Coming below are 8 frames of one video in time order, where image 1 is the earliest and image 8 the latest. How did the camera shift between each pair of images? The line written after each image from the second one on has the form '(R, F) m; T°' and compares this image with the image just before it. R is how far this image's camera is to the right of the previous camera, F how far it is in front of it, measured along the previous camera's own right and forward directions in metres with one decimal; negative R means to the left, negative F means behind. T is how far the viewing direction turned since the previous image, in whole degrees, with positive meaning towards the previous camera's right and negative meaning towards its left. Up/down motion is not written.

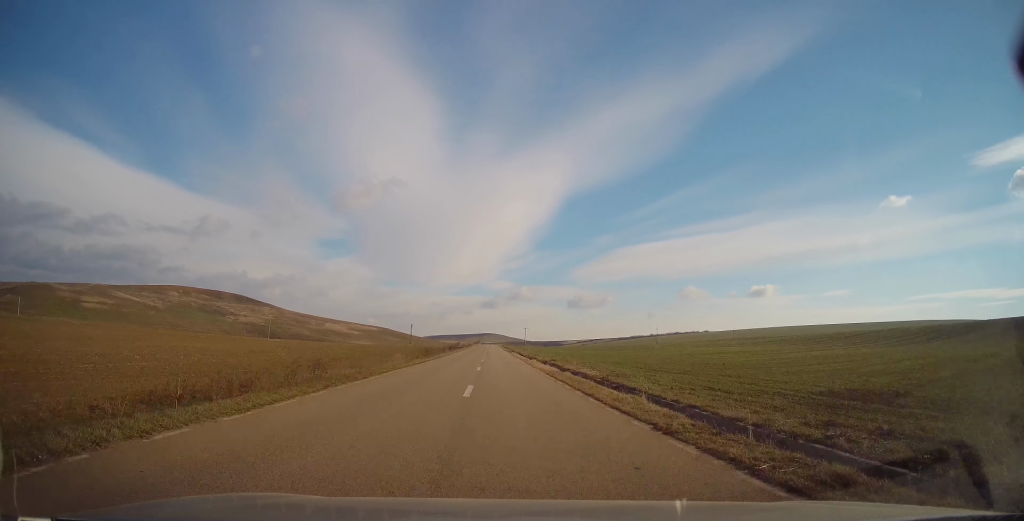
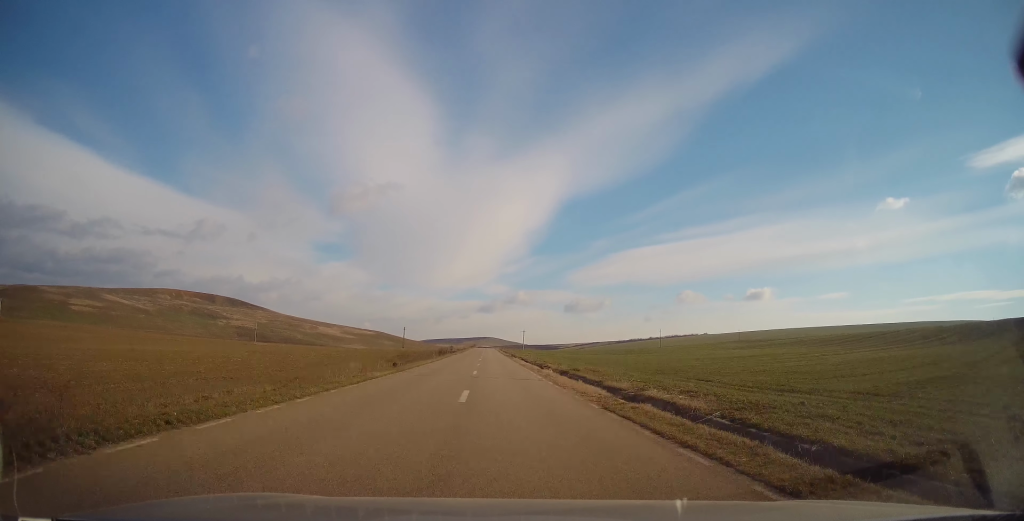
(0.0, +12.0) m; 0°
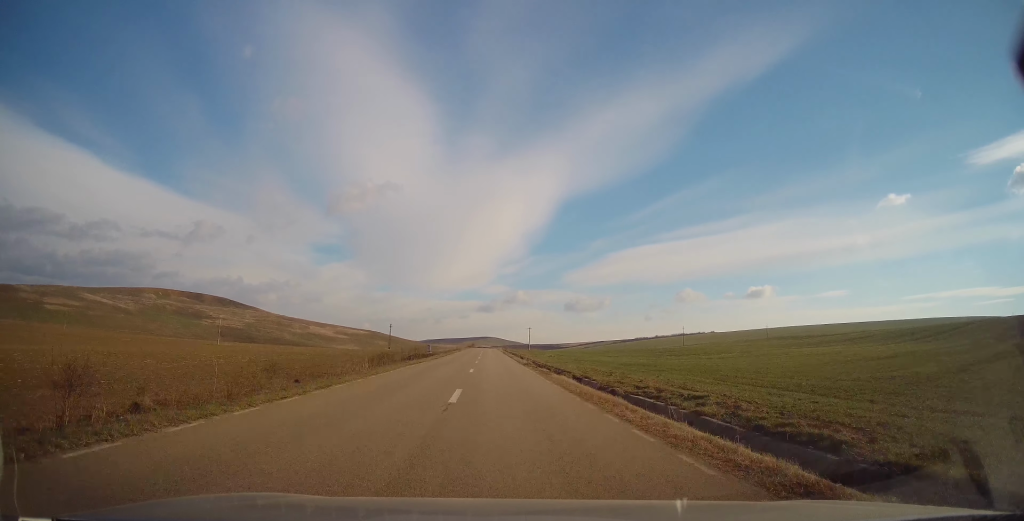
(+0.2, +37.3) m; +1°
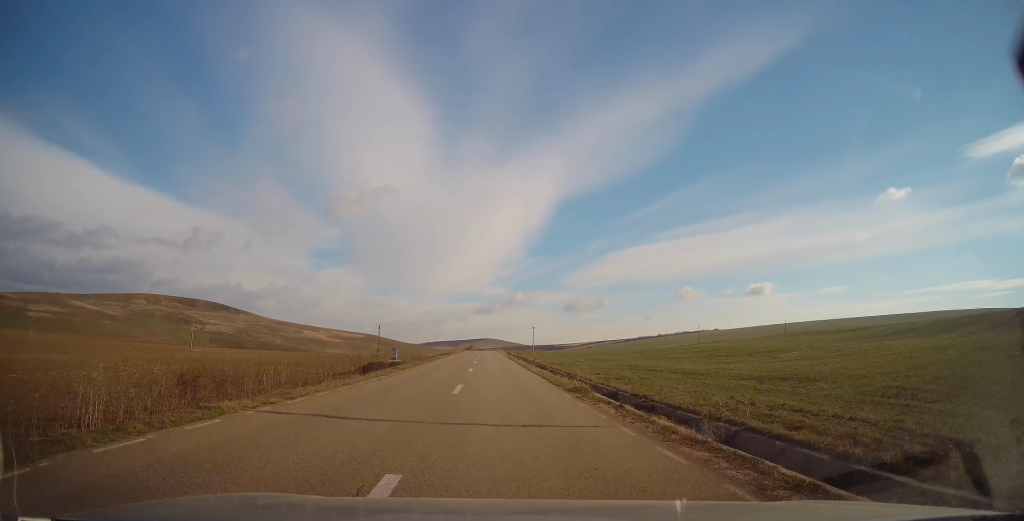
(+0.4, +21.4) m; -1°
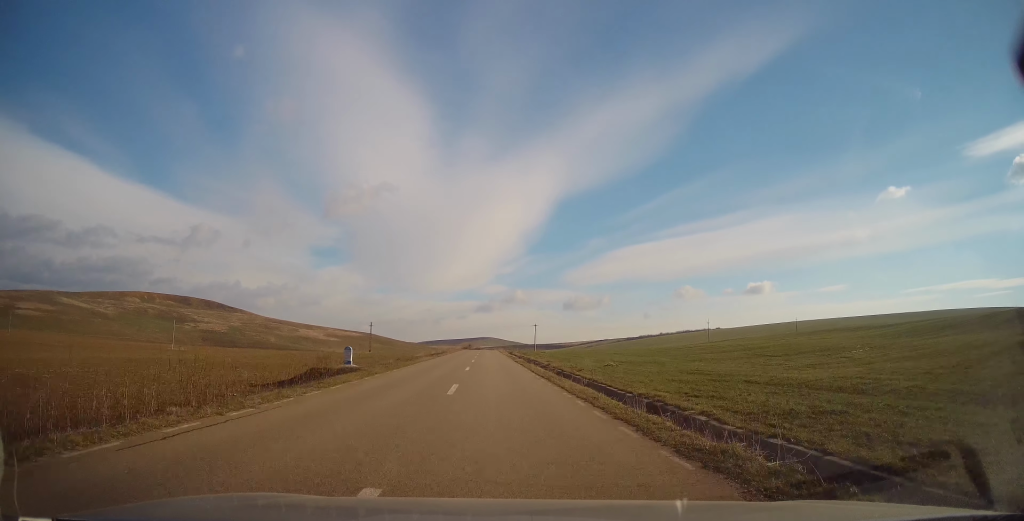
(-0.4, +12.1) m; 0°
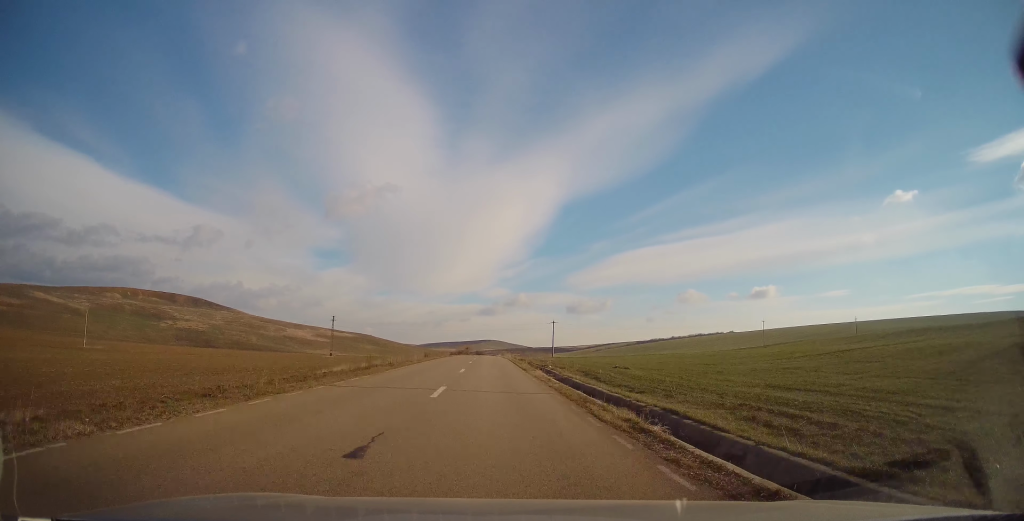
(+0.3, +48.3) m; 0°
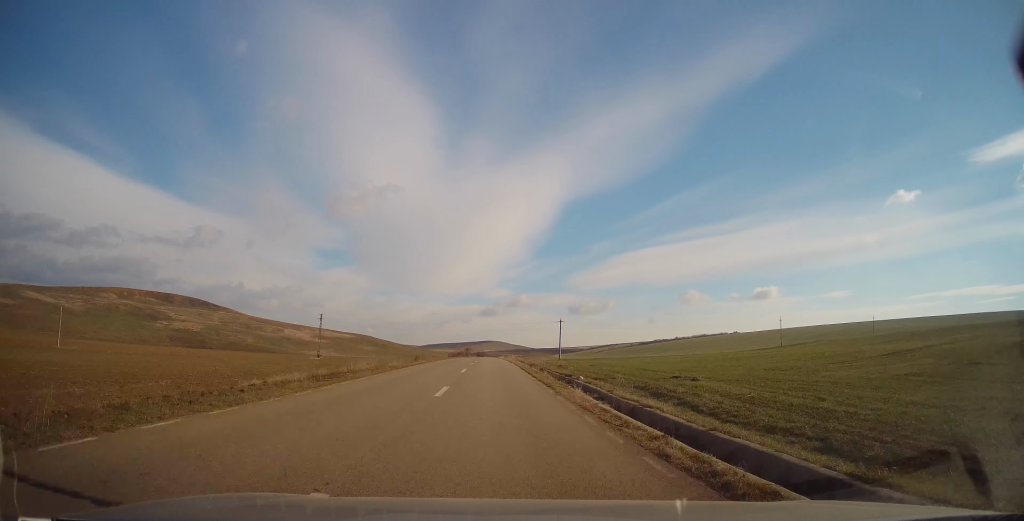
(-0.3, +11.6) m; 0°
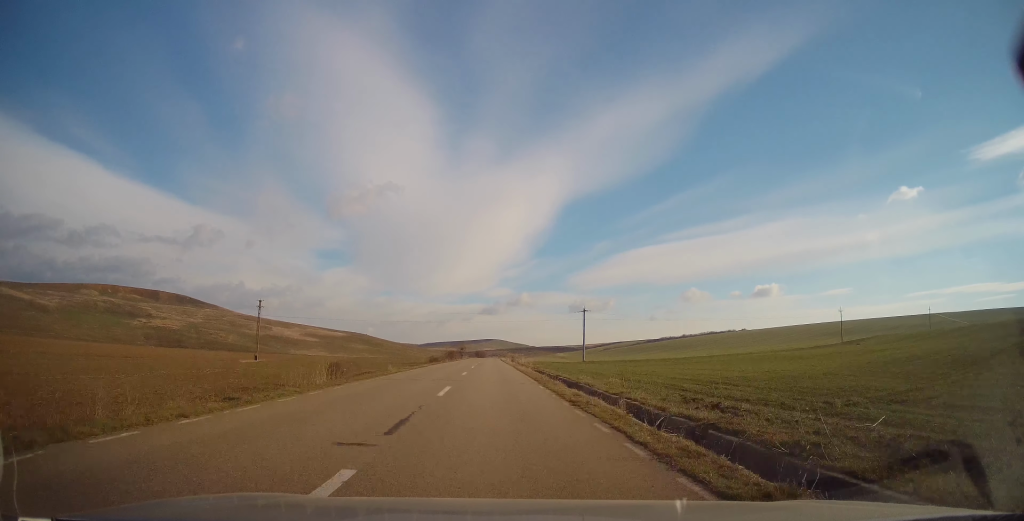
(+0.1, +34.8) m; +1°
